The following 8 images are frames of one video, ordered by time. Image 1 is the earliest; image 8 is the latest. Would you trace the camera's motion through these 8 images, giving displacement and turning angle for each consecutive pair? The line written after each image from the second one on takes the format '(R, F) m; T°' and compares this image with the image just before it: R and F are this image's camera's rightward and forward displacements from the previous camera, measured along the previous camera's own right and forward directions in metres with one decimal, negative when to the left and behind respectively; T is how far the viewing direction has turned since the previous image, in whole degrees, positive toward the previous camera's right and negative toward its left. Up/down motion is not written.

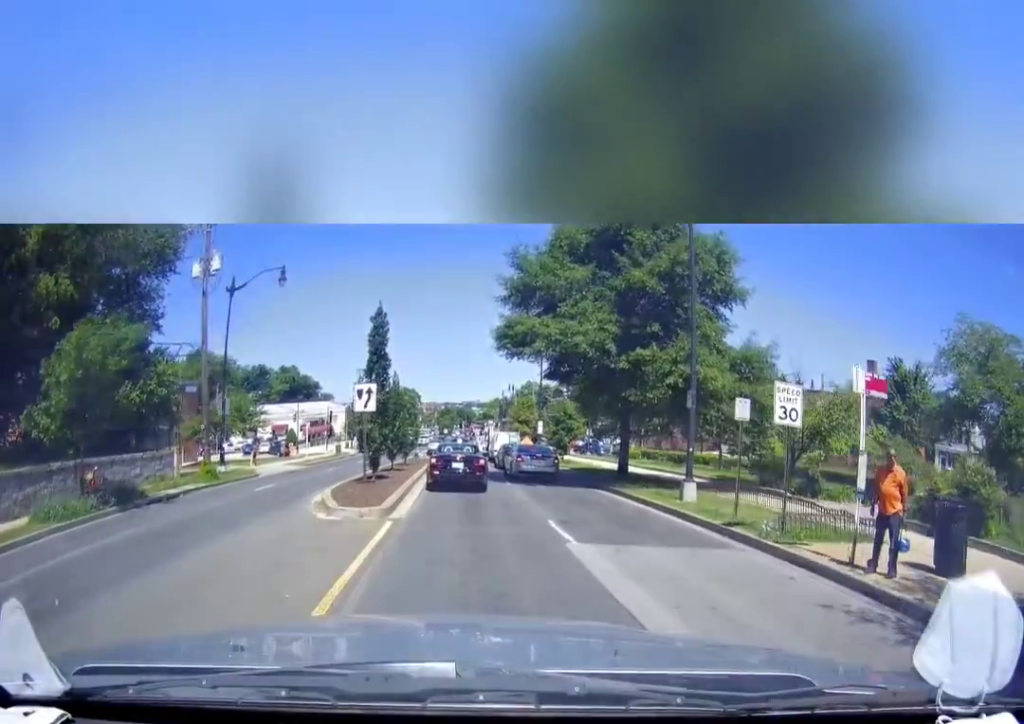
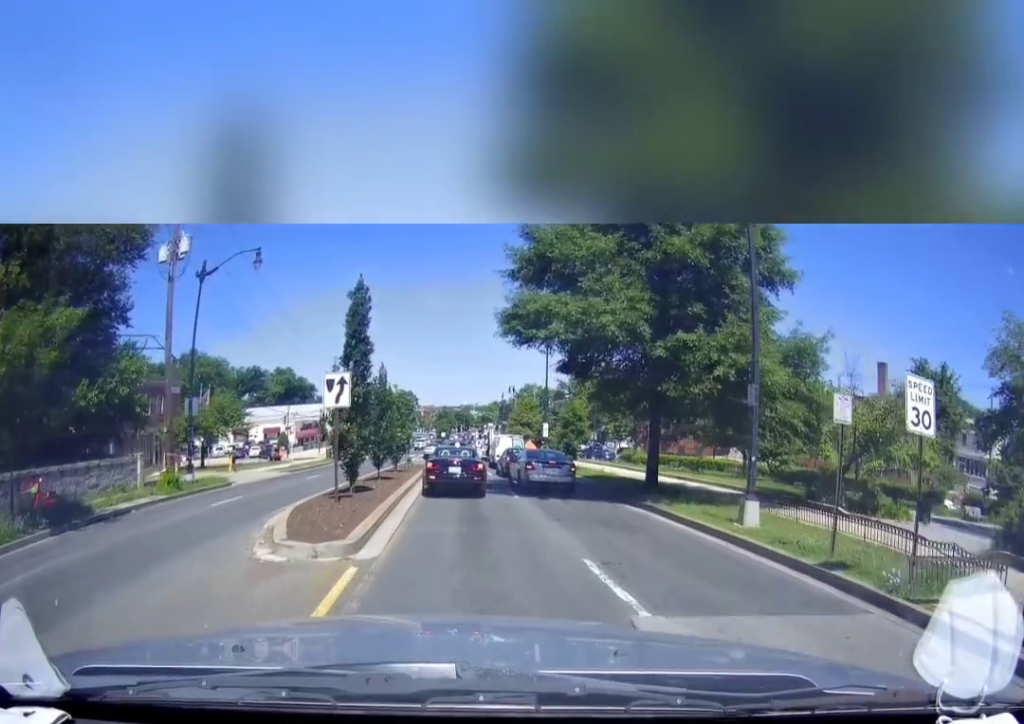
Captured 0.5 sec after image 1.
(0.0, +4.2) m; 0°
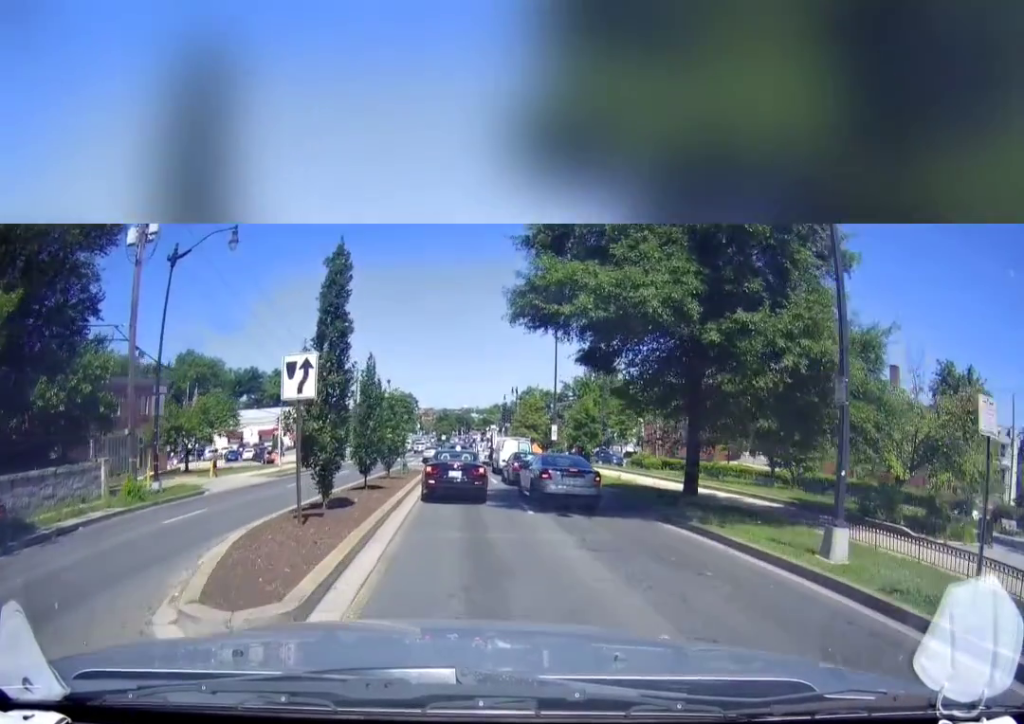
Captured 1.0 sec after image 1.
(0.0, +3.6) m; 0°
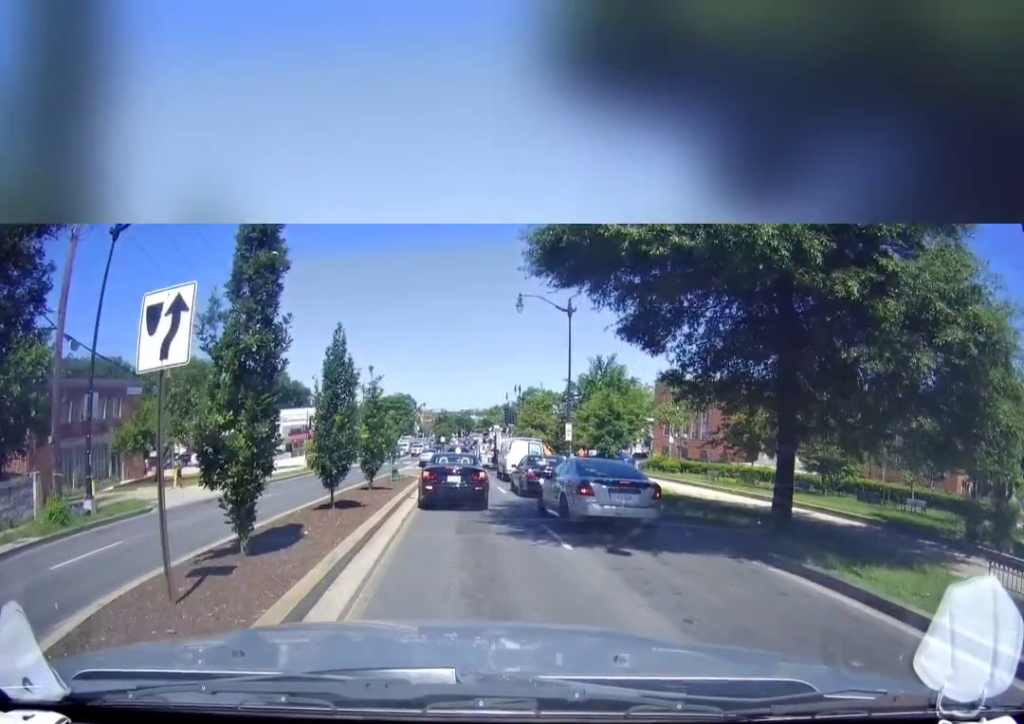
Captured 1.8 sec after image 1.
(0.0, +5.9) m; 0°
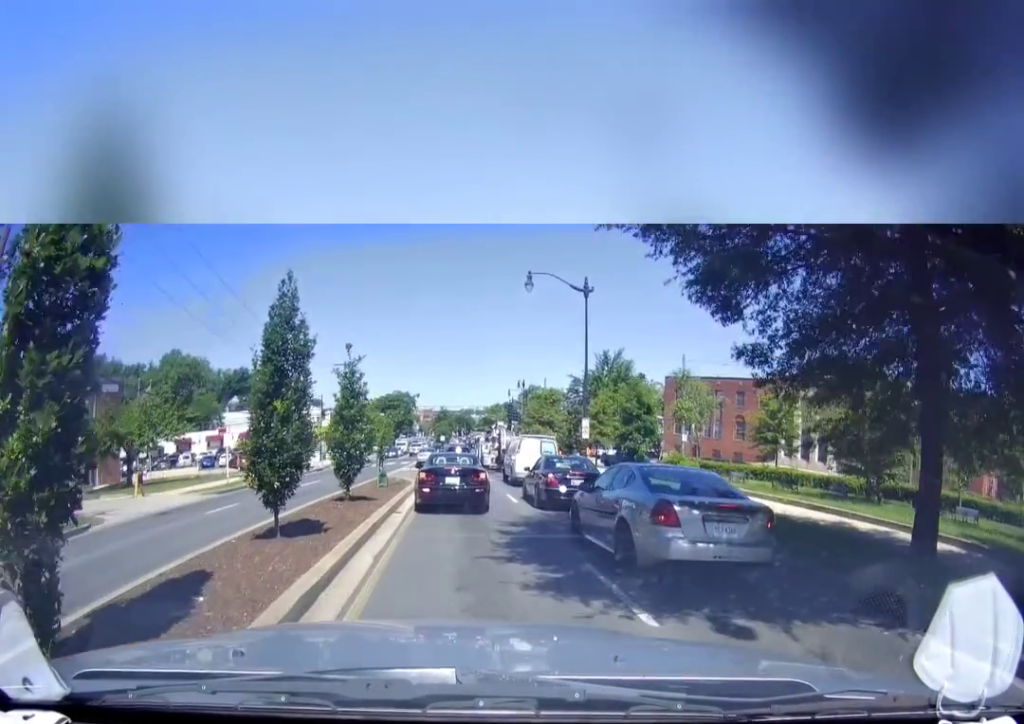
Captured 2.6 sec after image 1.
(0.0, +5.3) m; 0°
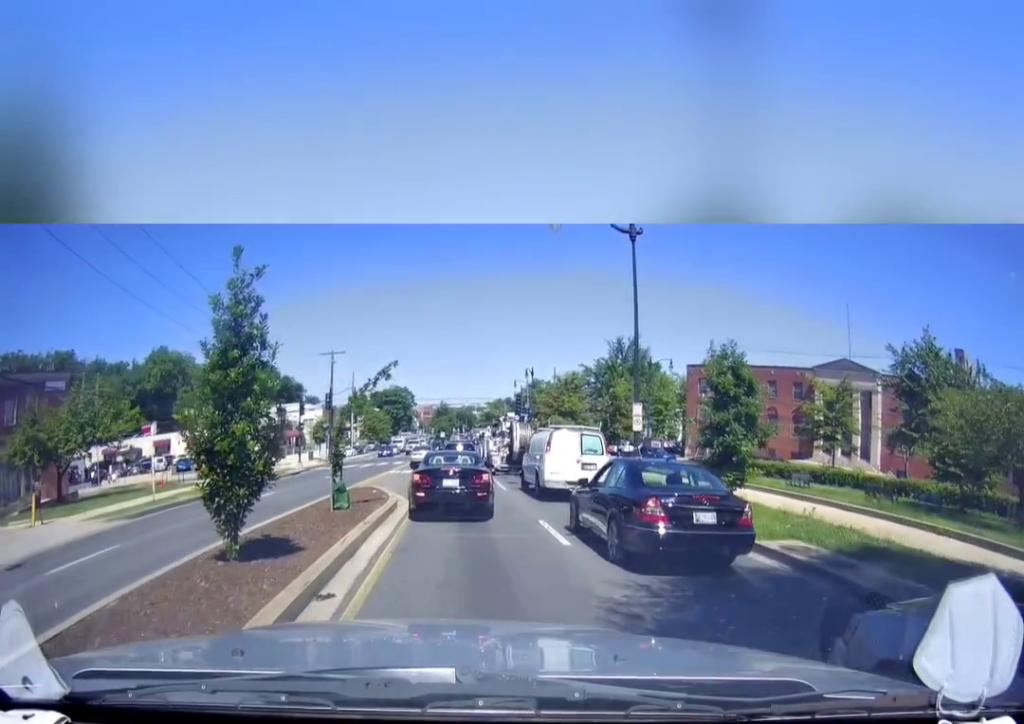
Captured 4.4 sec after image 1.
(-0.2, +10.0) m; -1°
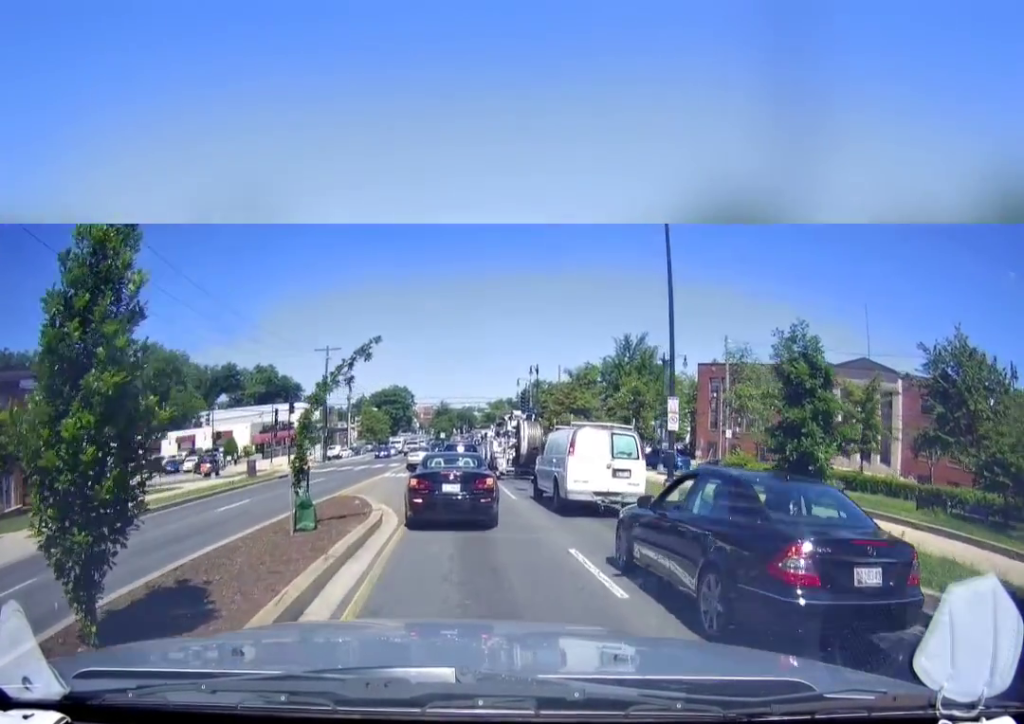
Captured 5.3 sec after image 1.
(+0.2, +3.9) m; -2°
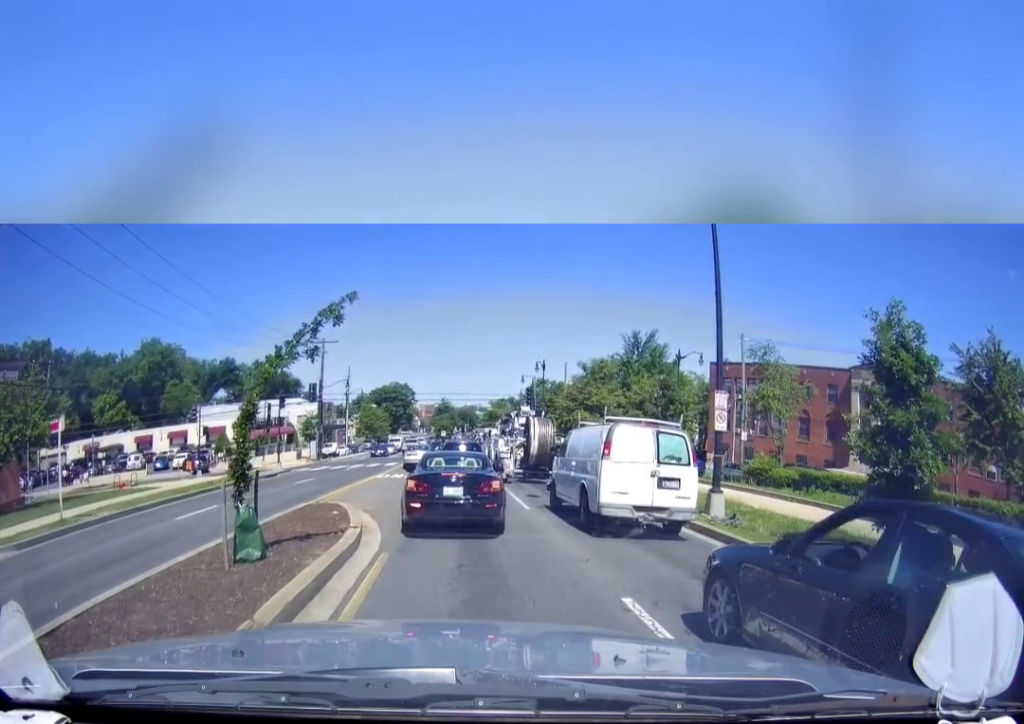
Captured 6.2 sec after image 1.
(-0.3, +3.7) m; -1°
